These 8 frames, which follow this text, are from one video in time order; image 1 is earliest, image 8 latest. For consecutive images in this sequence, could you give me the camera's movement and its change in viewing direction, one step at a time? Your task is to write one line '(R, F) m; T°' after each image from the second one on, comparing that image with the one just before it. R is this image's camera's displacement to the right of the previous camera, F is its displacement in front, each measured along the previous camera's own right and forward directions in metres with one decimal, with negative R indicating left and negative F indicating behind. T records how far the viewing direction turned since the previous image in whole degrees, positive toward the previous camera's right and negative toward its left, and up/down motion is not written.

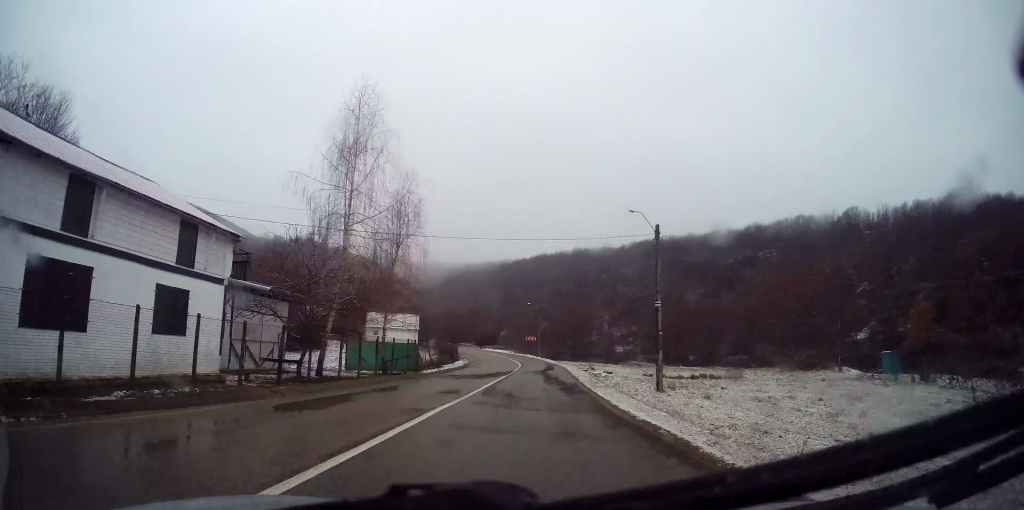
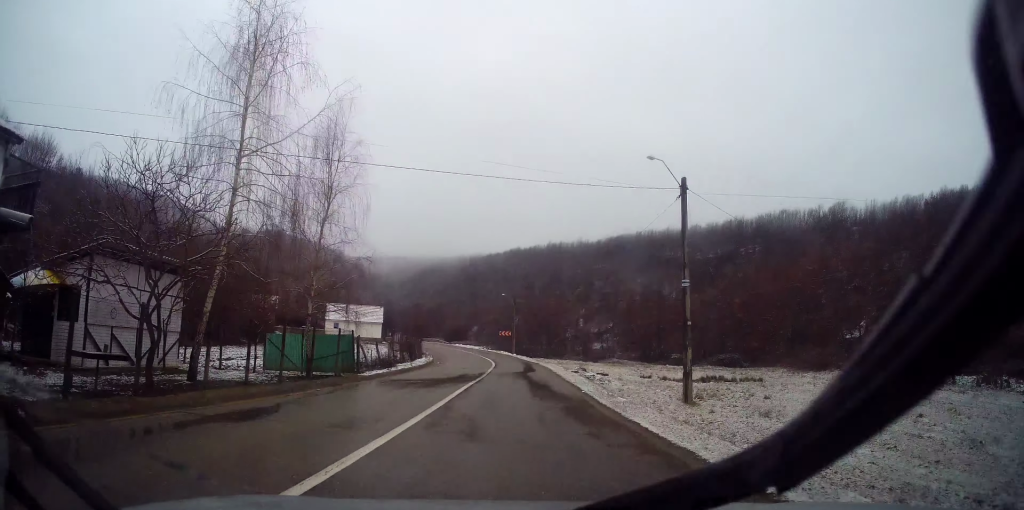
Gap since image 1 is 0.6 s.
(+0.3, +7.5) m; +4°
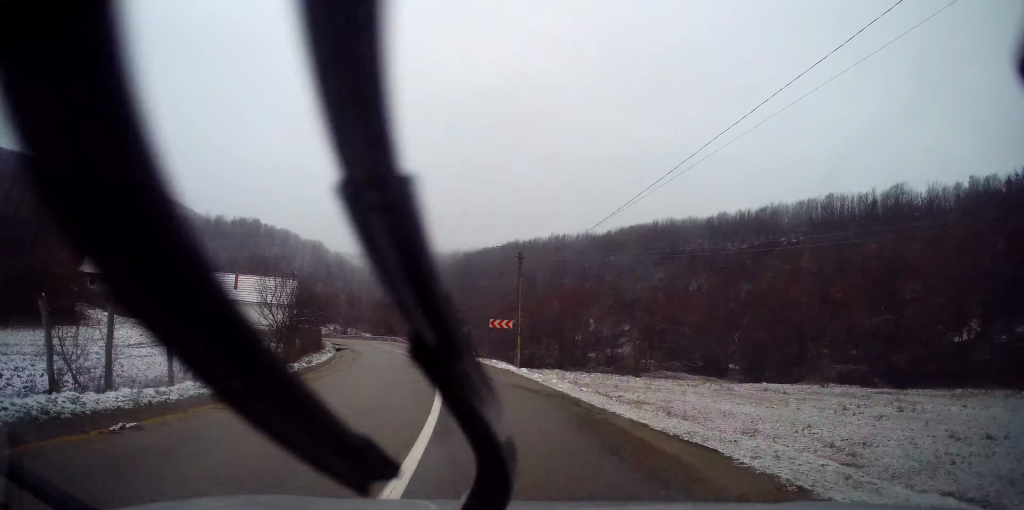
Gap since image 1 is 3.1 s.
(+0.3, +34.8) m; -3°
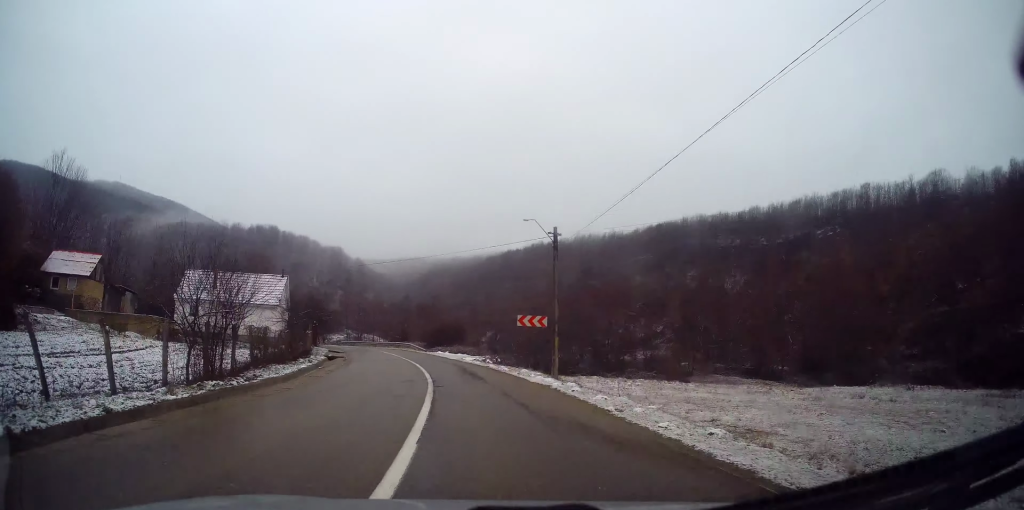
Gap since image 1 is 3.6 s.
(0.0, +8.1) m; -2°
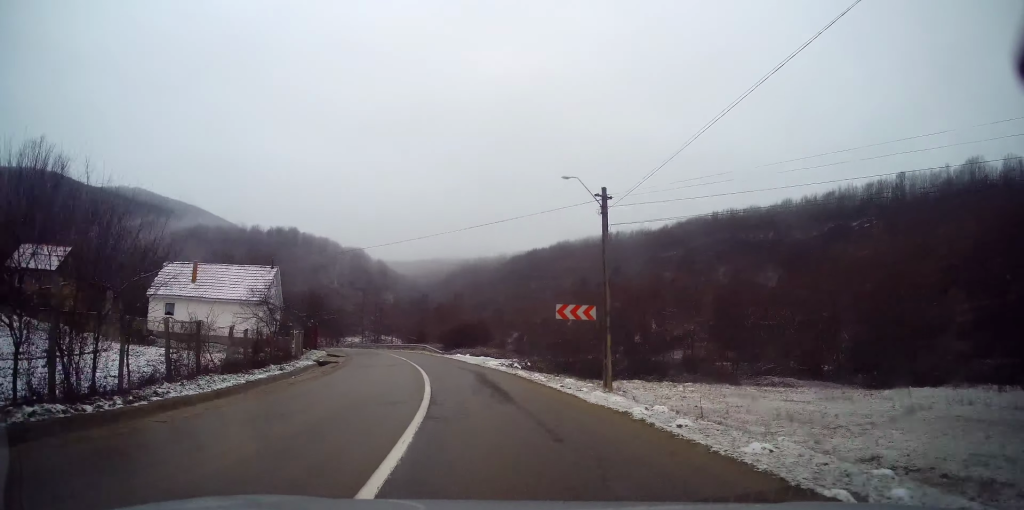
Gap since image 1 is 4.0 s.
(-0.3, +6.6) m; -2°
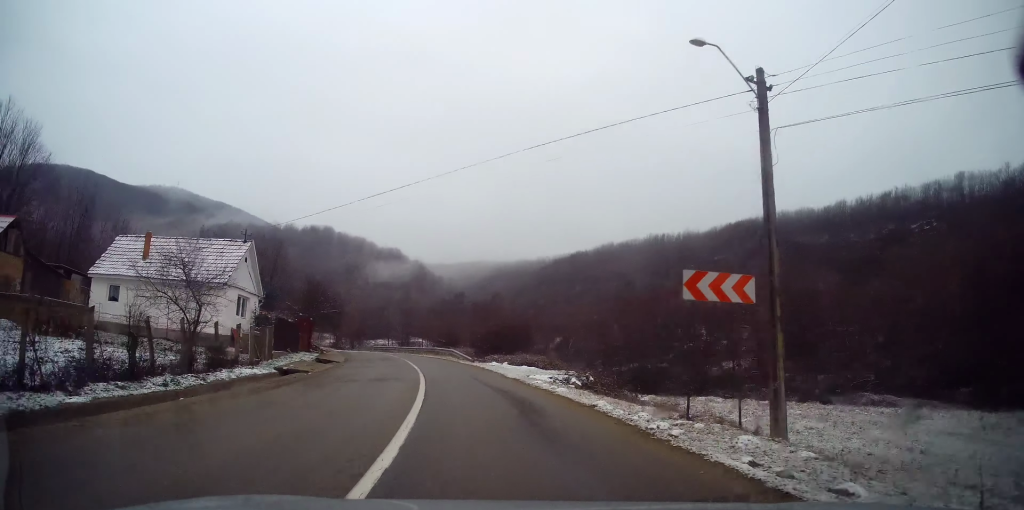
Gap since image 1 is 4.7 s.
(-0.2, +9.7) m; -3°
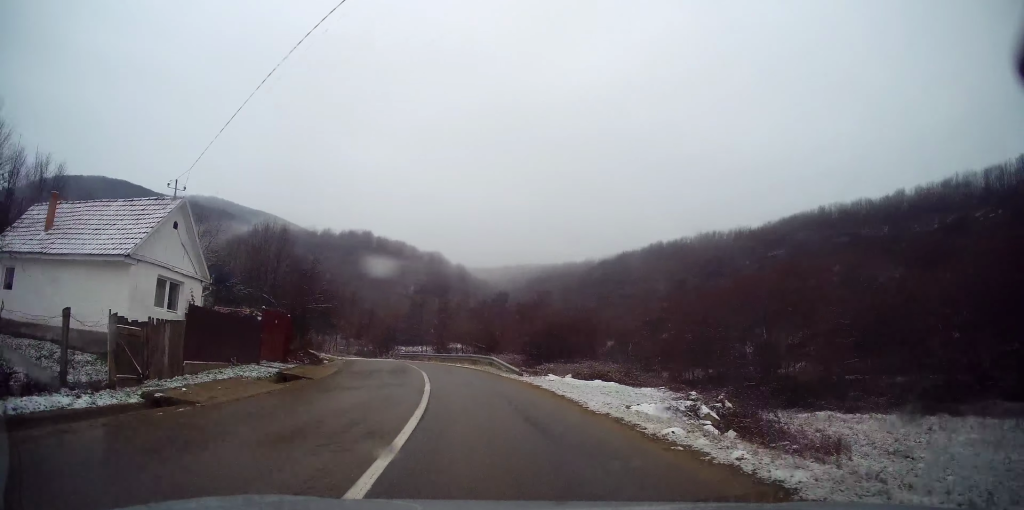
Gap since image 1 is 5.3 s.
(0.0, +10.1) m; -5°
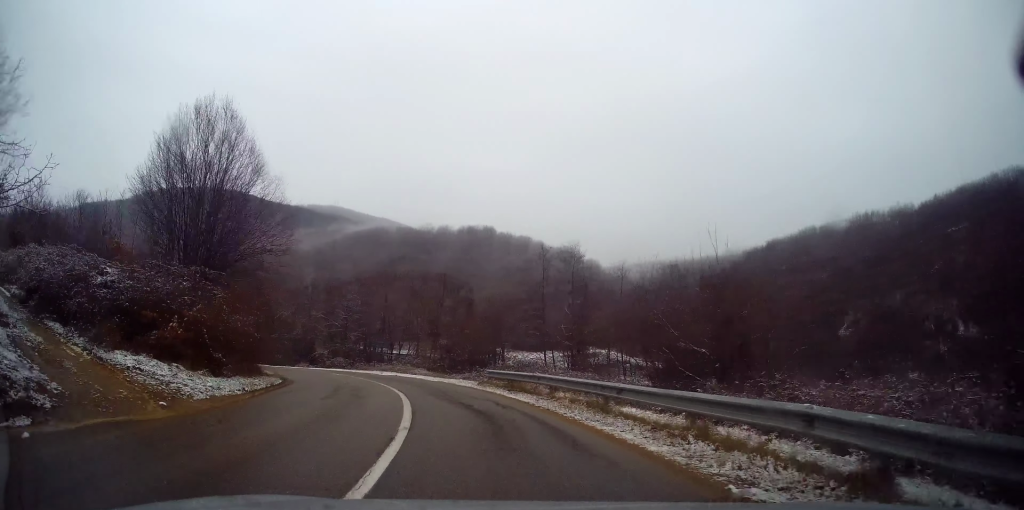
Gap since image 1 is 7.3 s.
(-3.7, +28.4) m; -15°
